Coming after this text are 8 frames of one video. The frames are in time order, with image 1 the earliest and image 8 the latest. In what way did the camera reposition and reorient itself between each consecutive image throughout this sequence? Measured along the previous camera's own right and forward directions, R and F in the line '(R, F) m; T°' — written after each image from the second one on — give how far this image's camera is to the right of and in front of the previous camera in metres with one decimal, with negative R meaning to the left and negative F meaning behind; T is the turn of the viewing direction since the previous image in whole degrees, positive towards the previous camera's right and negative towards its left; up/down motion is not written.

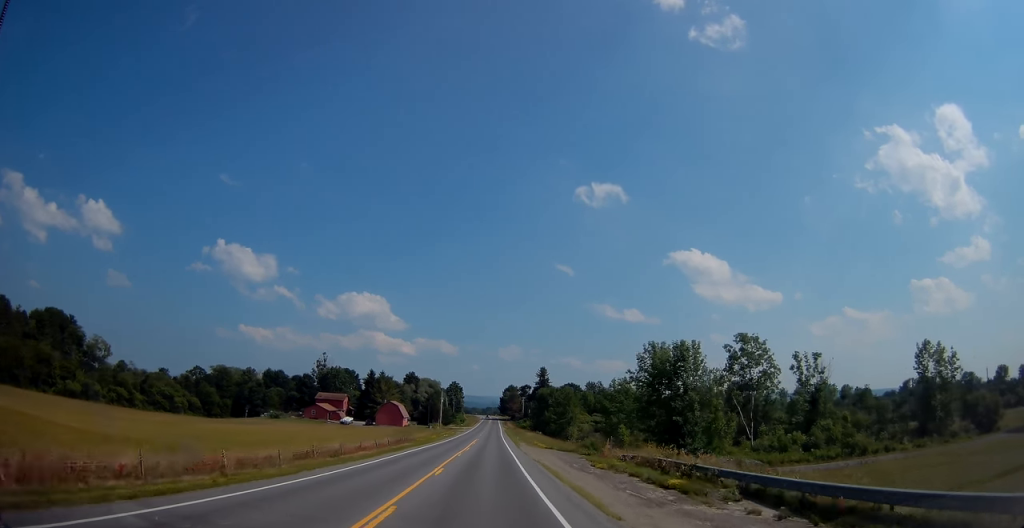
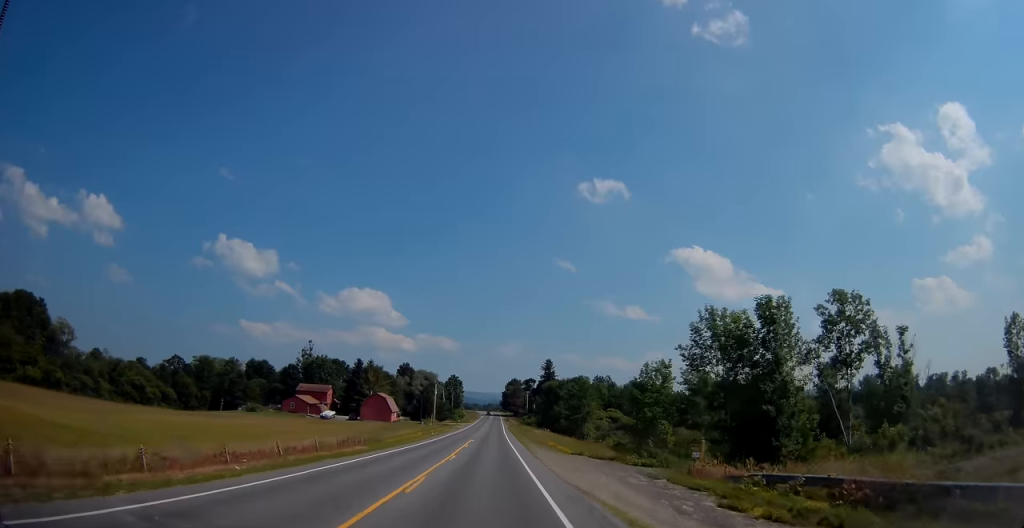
(+0.1, +19.4) m; 0°
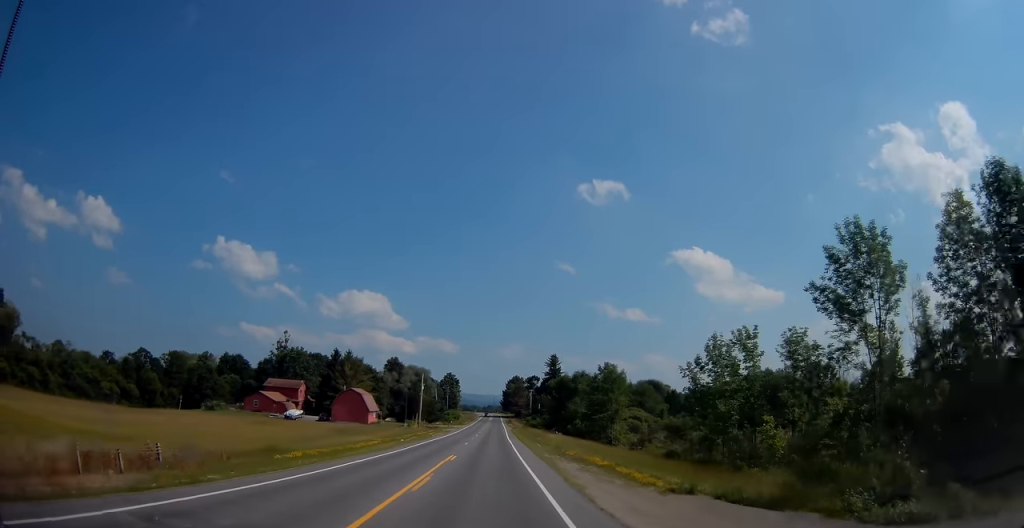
(0.0, +22.8) m; 0°
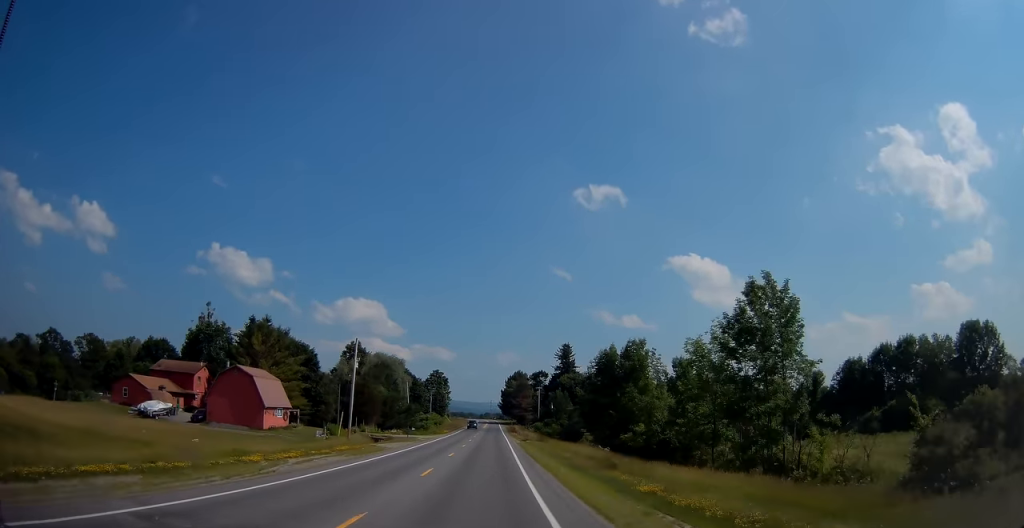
(0.0, +49.1) m; 0°
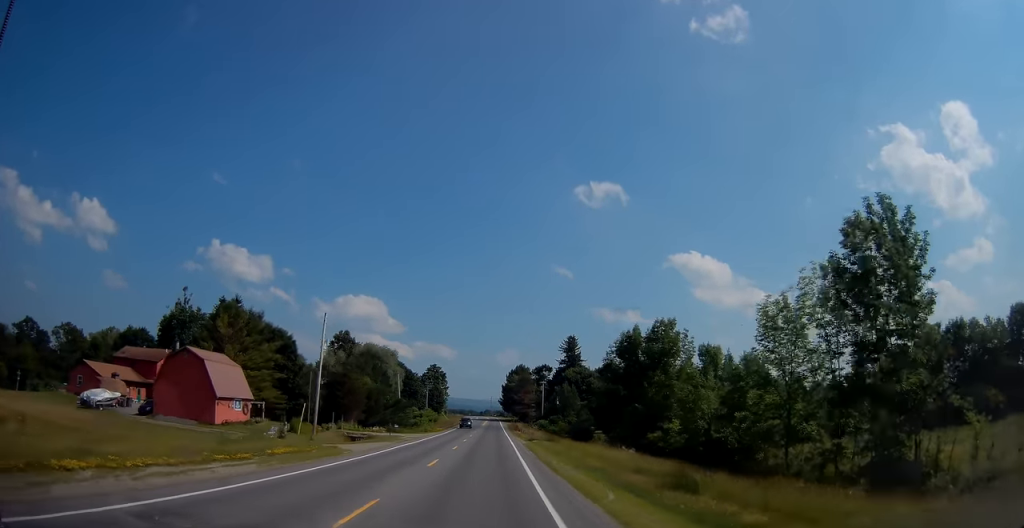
(+0.1, +11.4) m; 0°
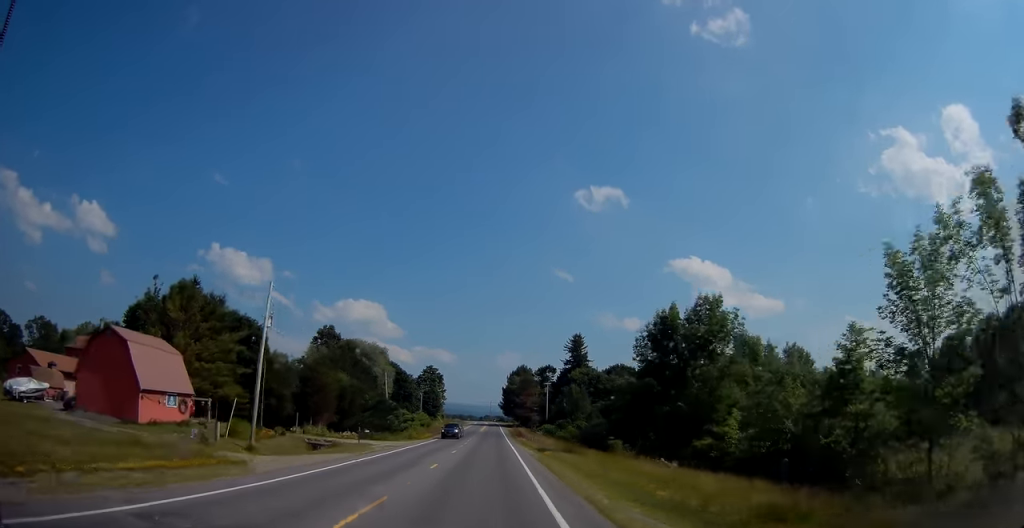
(+0.1, +12.2) m; 0°
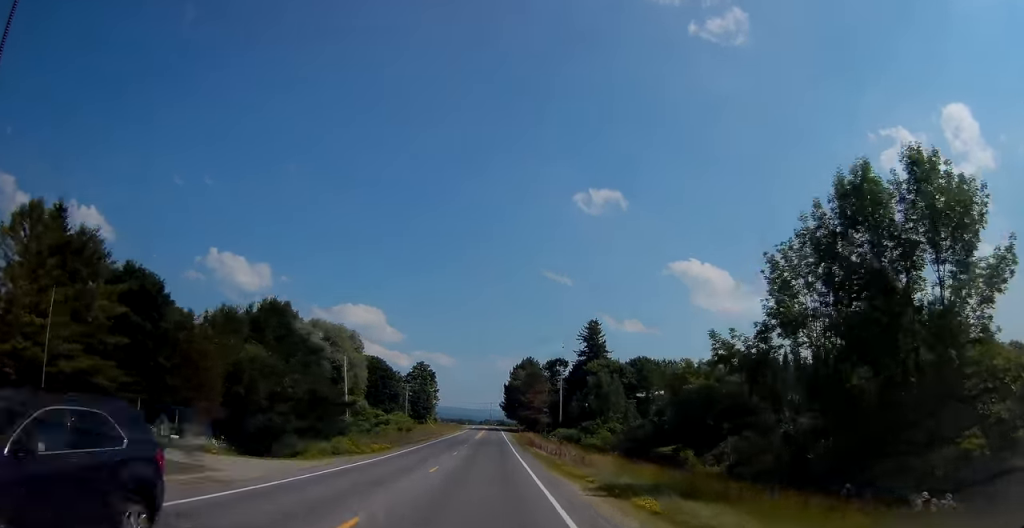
(0.0, +26.2) m; -1°
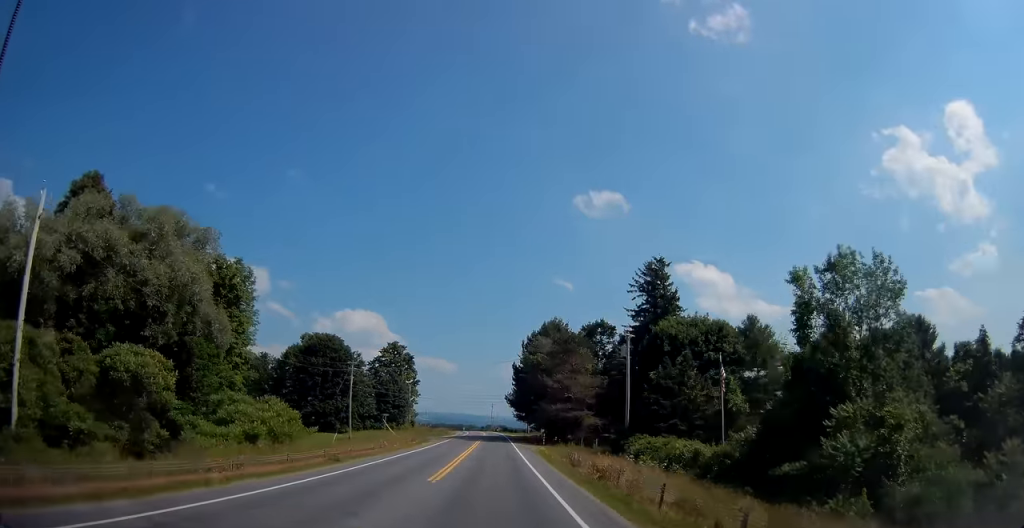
(-0.2, +52.1) m; 0°
